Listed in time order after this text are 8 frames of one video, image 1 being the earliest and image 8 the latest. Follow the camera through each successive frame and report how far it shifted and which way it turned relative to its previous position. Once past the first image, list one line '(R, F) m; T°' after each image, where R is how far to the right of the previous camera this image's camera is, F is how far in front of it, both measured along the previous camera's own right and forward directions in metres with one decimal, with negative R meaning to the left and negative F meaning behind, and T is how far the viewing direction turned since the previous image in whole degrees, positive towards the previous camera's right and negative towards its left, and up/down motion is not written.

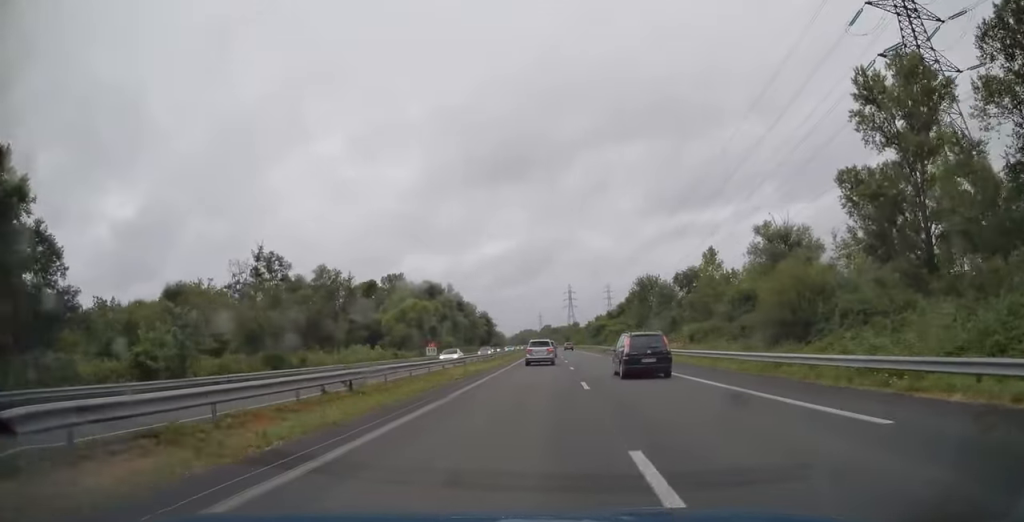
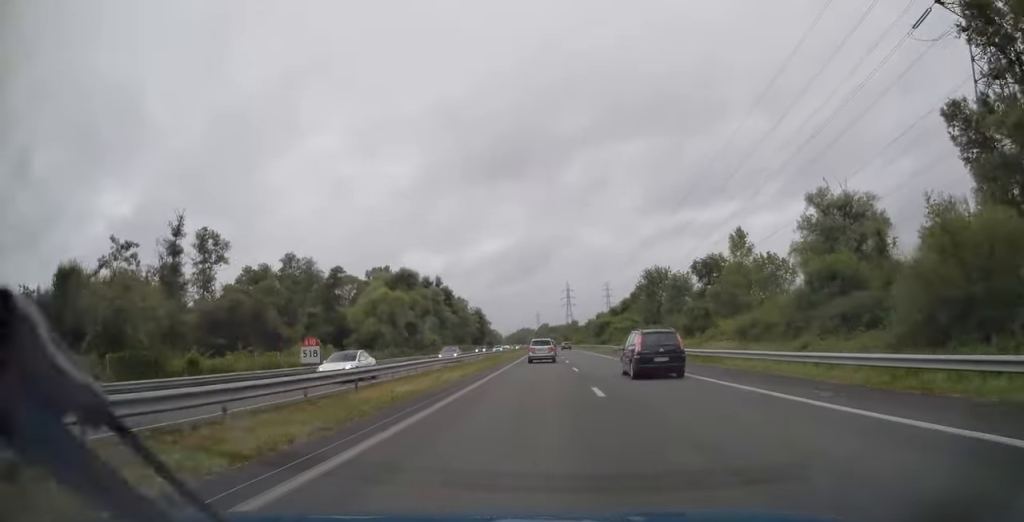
(0.0, +16.1) m; 0°
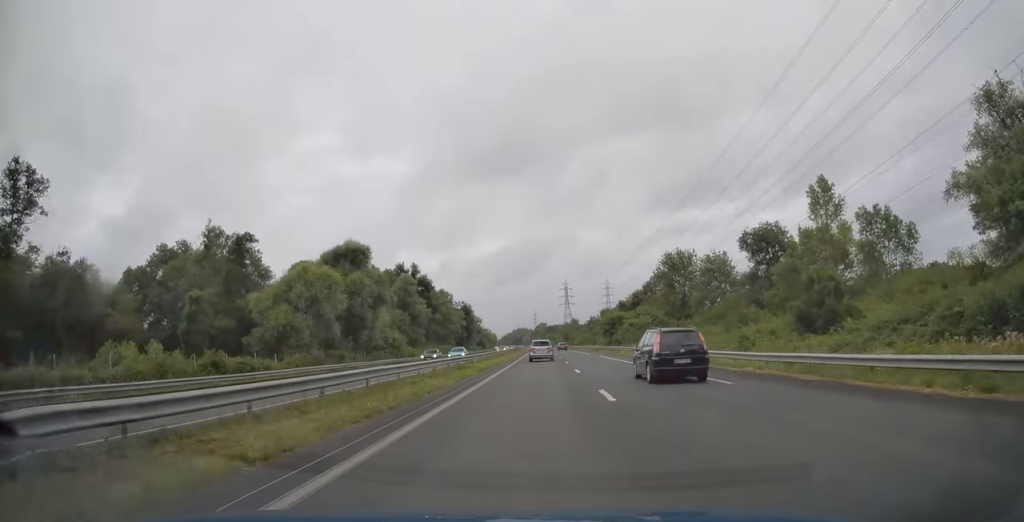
(+0.1, +27.5) m; 0°
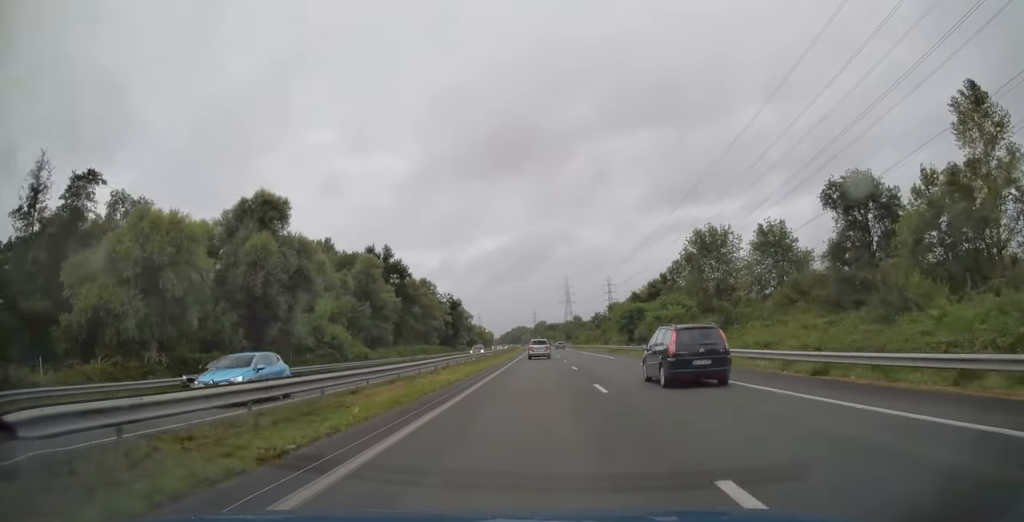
(0.0, +24.4) m; 0°
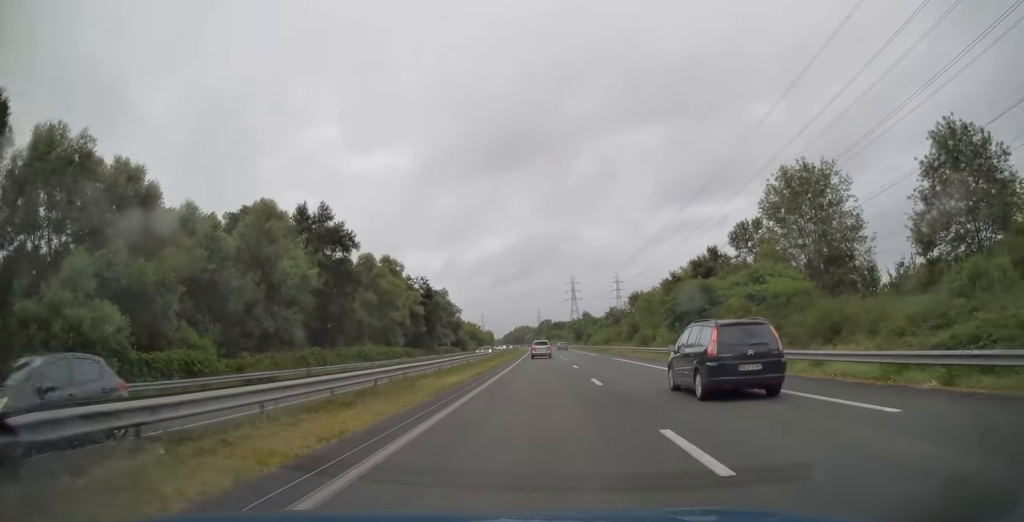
(-0.1, +36.0) m; 0°
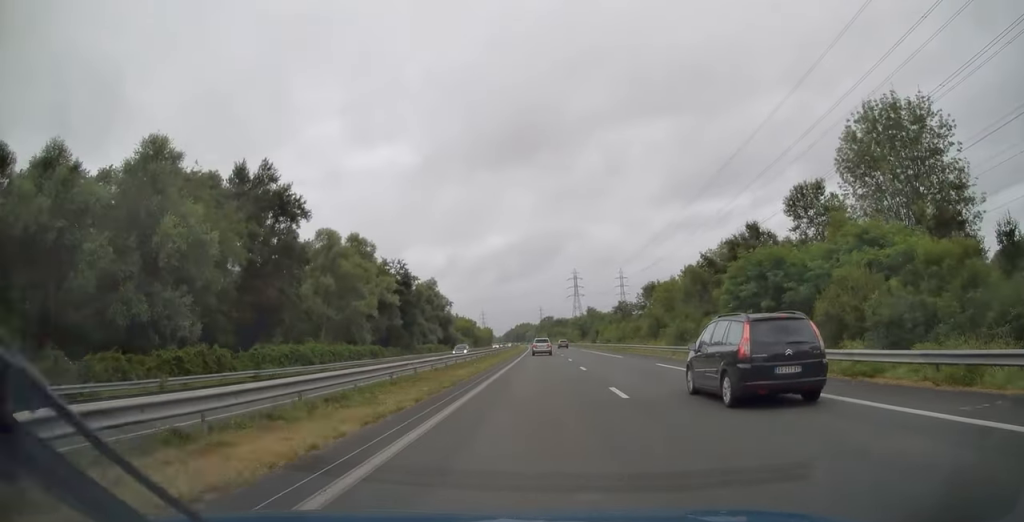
(0.0, +18.4) m; 0°
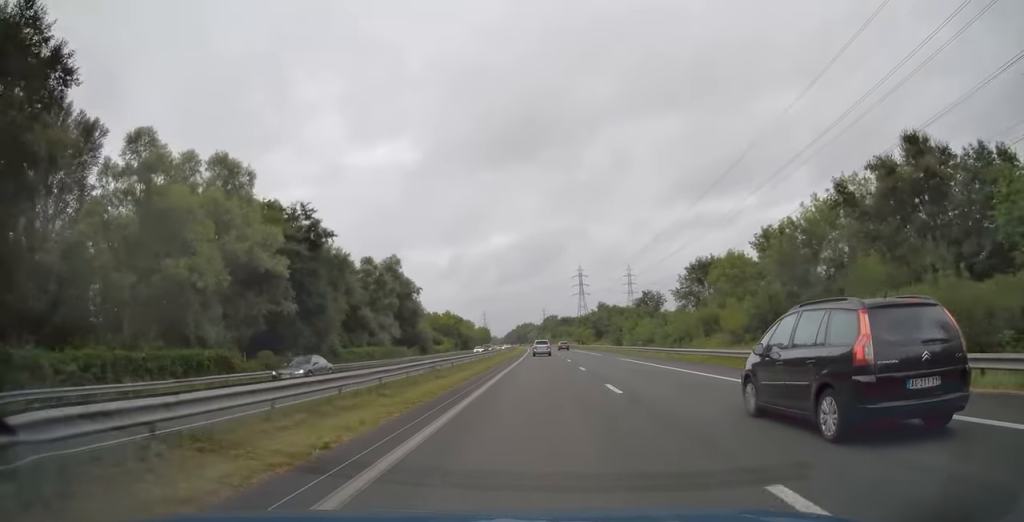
(-0.1, +37.5) m; 0°
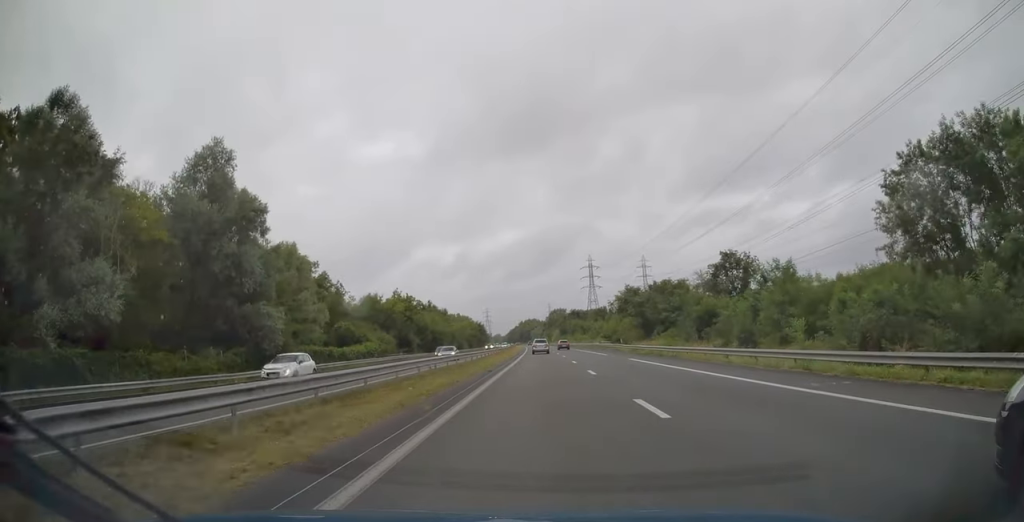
(0.0, +57.7) m; 0°
